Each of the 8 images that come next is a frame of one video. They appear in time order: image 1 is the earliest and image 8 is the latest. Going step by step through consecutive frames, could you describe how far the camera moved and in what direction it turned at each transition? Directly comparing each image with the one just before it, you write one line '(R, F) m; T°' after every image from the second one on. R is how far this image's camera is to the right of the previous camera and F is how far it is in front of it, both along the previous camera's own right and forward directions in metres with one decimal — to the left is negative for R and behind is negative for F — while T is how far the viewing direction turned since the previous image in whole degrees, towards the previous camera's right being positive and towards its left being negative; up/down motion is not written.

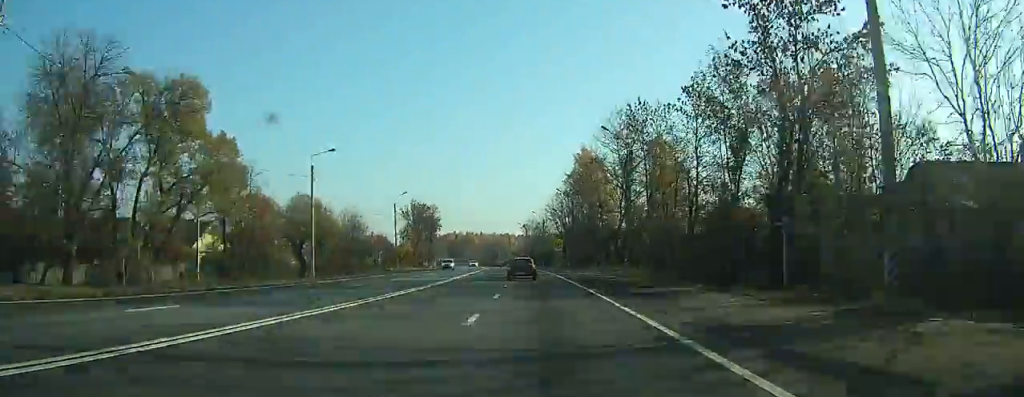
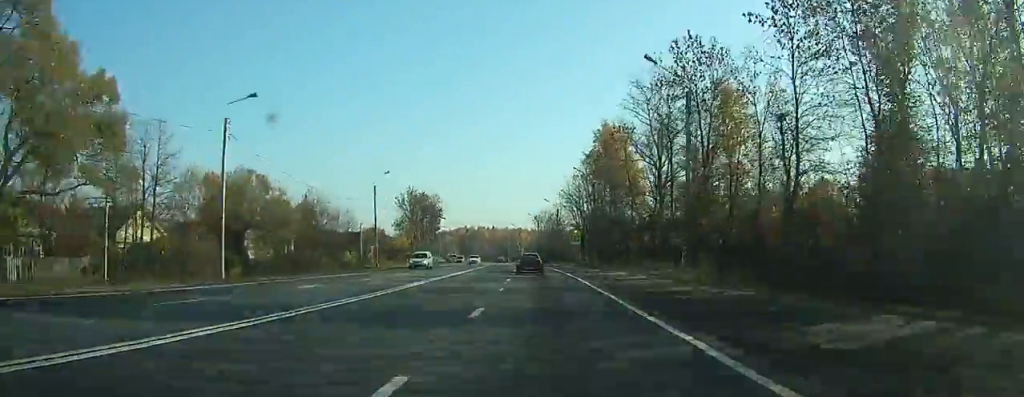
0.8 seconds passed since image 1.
(0.0, +15.5) m; -1°
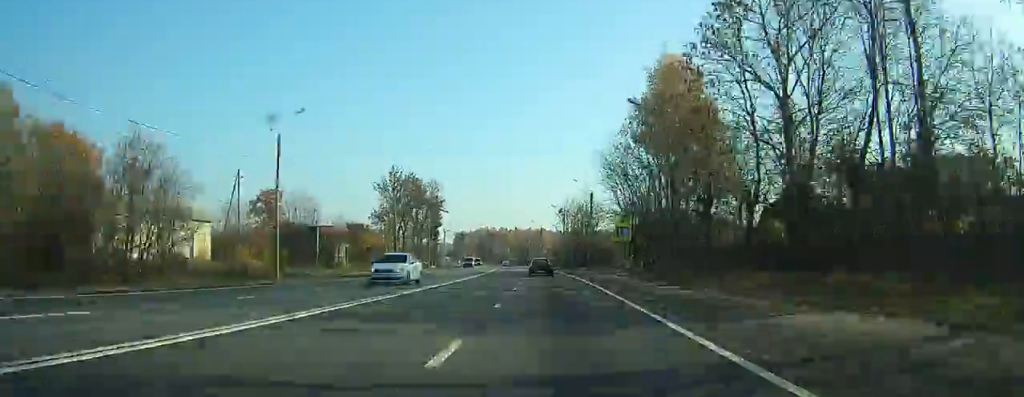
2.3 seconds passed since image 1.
(-0.5, +29.9) m; -2°
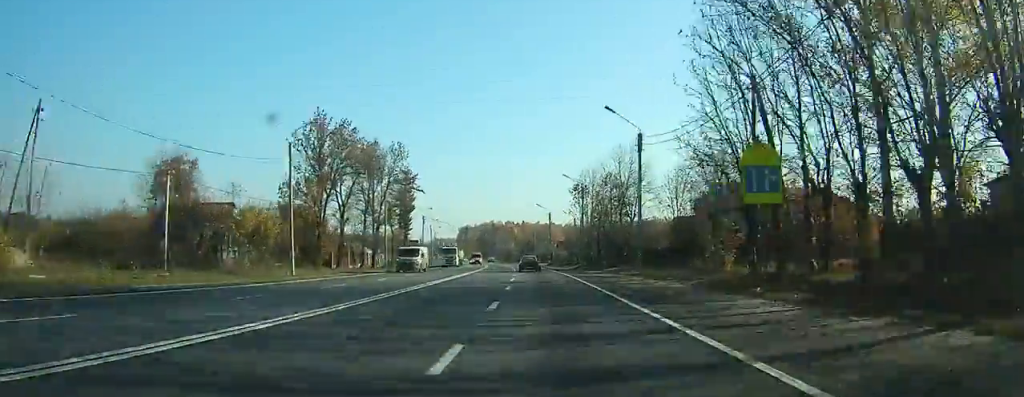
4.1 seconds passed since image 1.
(-0.8, +33.4) m; -2°
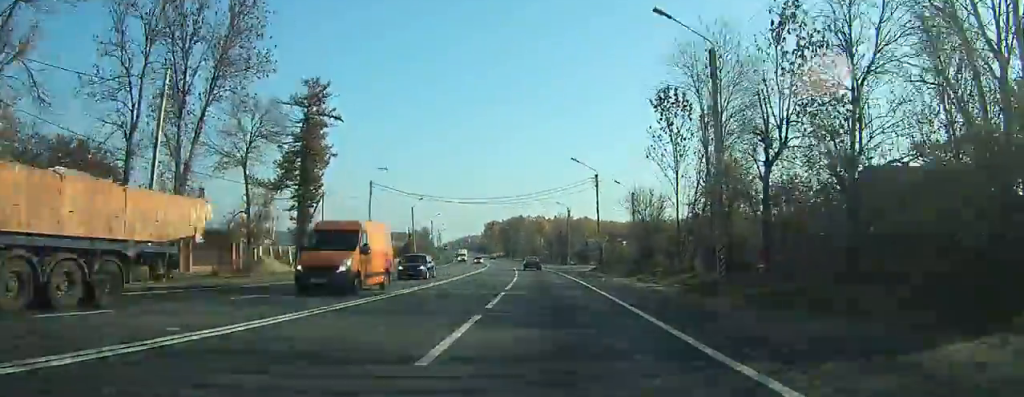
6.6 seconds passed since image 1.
(-0.9, +46.3) m; -3°
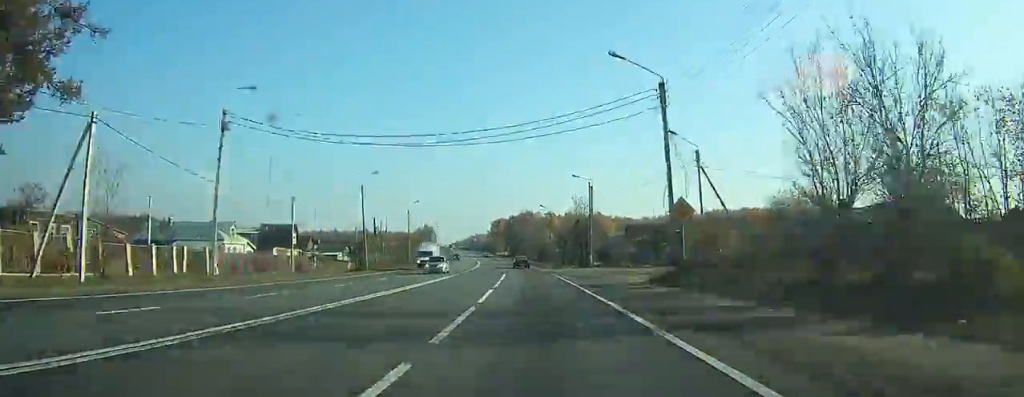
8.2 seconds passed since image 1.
(-0.5, +29.9) m; -2°
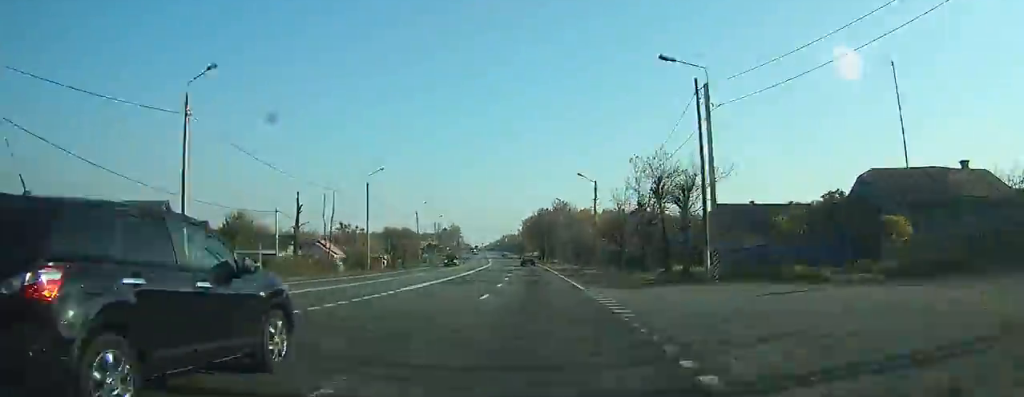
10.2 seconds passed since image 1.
(-0.8, +38.6) m; -2°
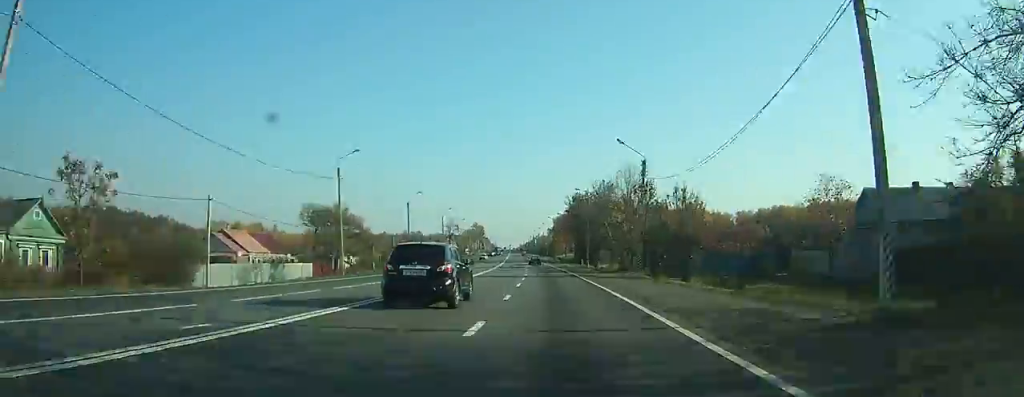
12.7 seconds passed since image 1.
(-1.2, +47.9) m; -2°
